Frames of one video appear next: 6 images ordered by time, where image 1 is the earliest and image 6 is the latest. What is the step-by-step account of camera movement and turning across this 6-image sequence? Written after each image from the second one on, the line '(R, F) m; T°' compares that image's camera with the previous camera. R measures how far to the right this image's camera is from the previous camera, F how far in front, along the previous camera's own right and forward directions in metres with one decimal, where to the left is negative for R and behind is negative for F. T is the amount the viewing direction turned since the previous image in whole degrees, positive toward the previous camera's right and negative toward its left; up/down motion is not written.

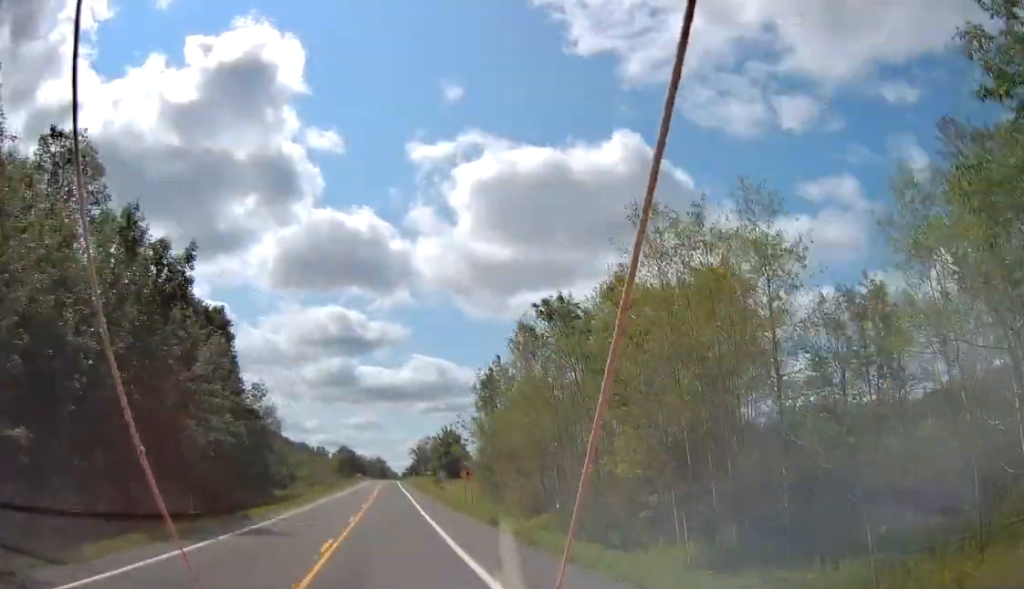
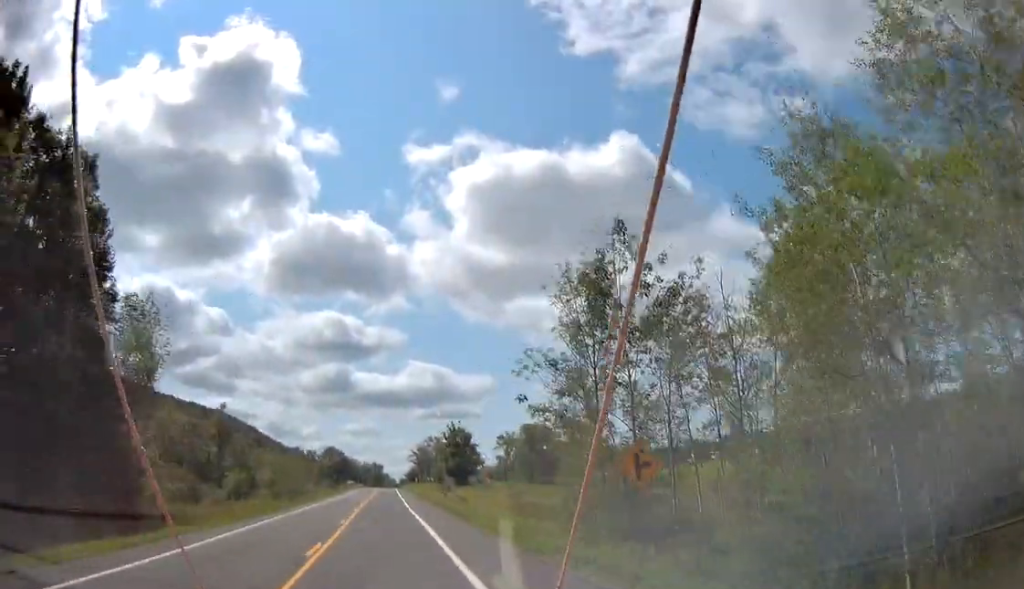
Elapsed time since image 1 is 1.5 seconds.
(+0.1, +36.7) m; -1°
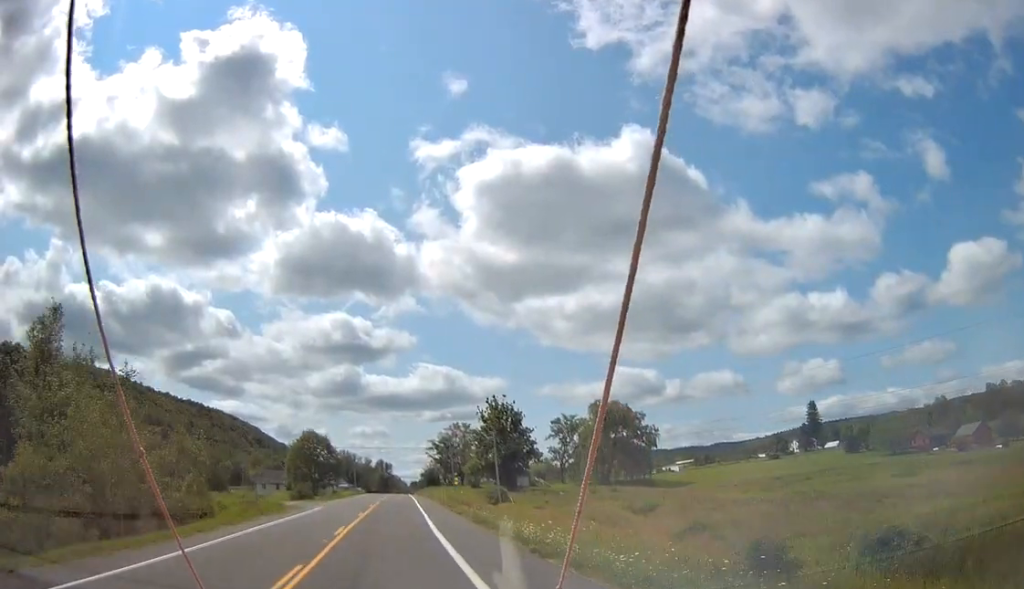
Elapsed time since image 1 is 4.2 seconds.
(-0.3, +65.3) m; 0°
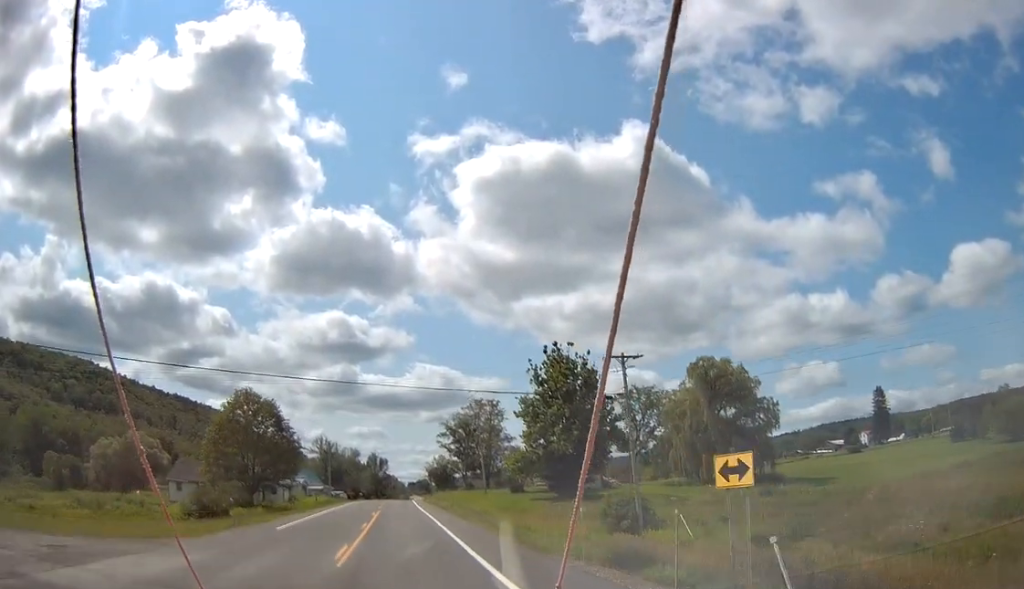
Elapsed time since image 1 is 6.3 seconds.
(-0.1, +52.5) m; +1°
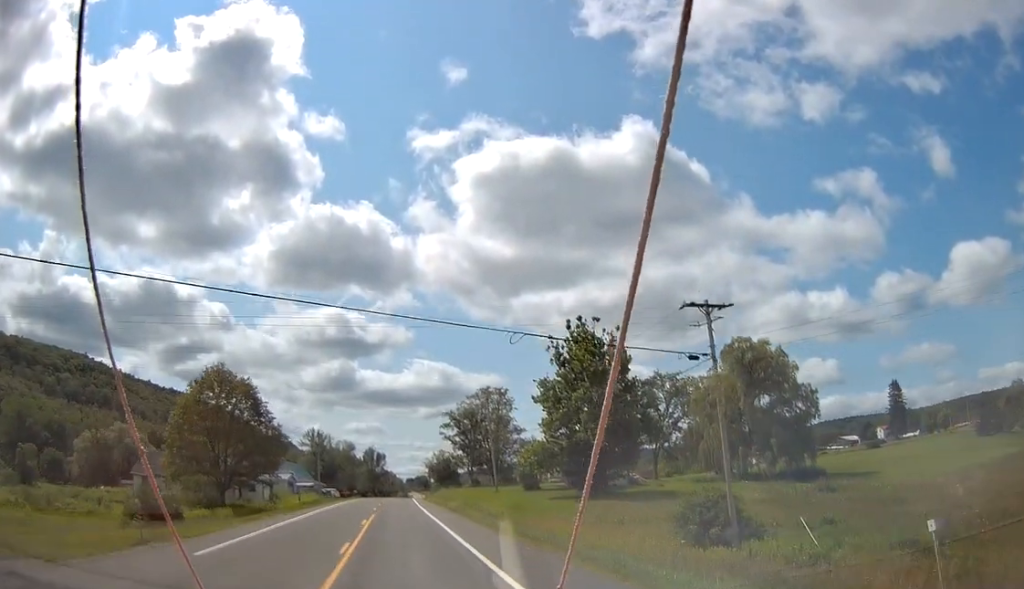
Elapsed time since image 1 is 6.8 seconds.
(0.0, +11.6) m; +1°
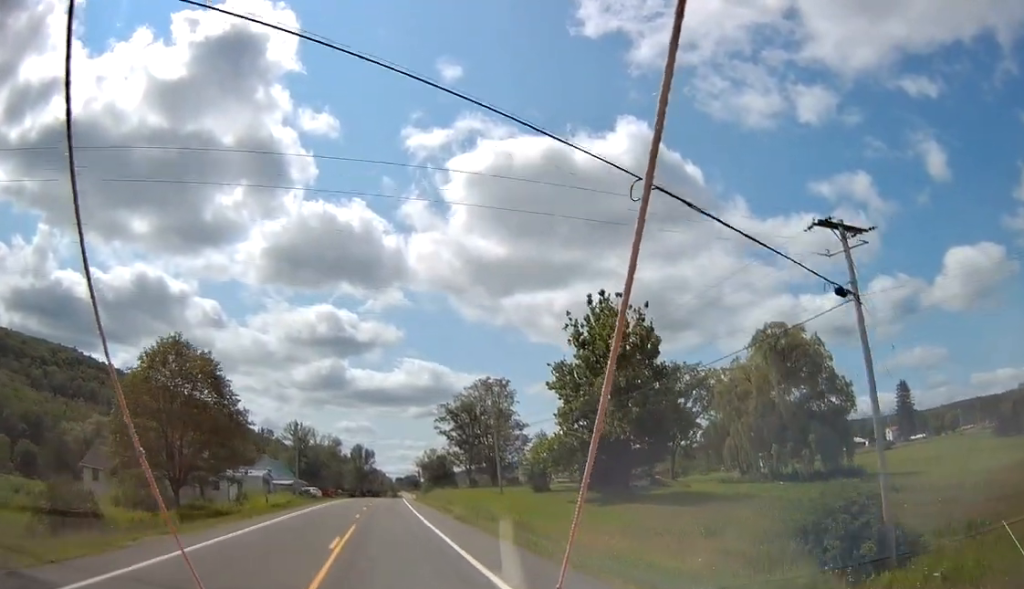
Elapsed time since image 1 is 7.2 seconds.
(+0.2, +10.8) m; +1°
